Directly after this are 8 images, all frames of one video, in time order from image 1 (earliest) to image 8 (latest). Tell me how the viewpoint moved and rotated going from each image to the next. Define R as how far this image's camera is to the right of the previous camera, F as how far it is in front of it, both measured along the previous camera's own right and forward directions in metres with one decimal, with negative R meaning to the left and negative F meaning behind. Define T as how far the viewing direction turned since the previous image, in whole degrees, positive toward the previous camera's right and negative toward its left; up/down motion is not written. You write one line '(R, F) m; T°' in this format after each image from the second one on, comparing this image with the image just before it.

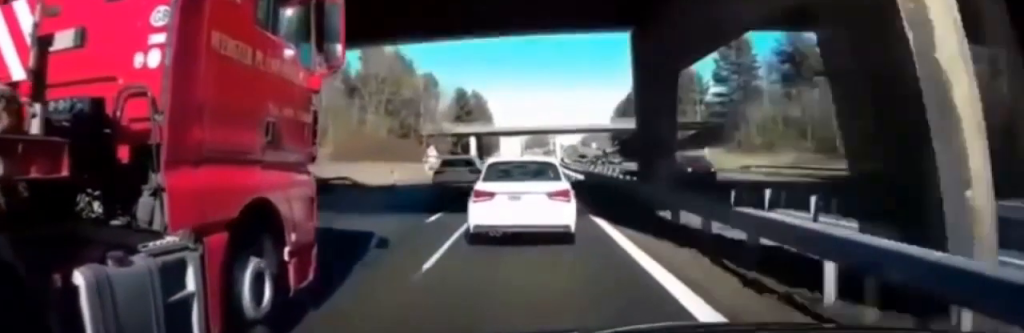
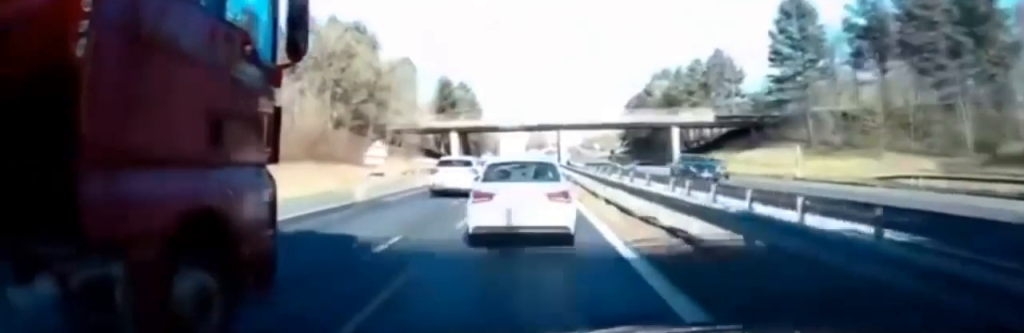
(-0.1, +21.4) m; -1°
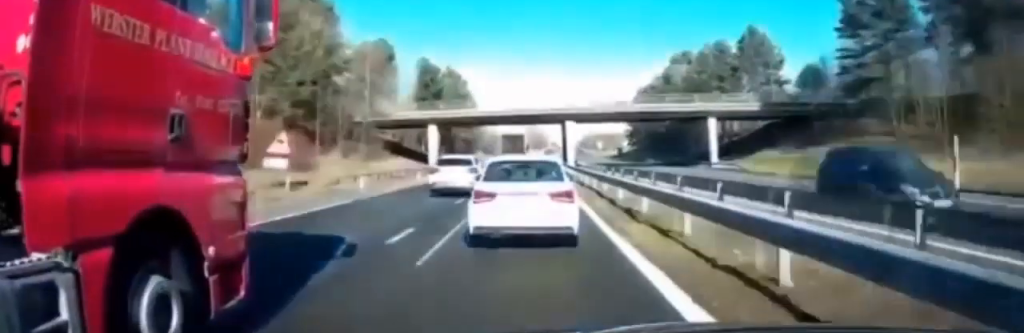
(-0.1, +16.4) m; 0°
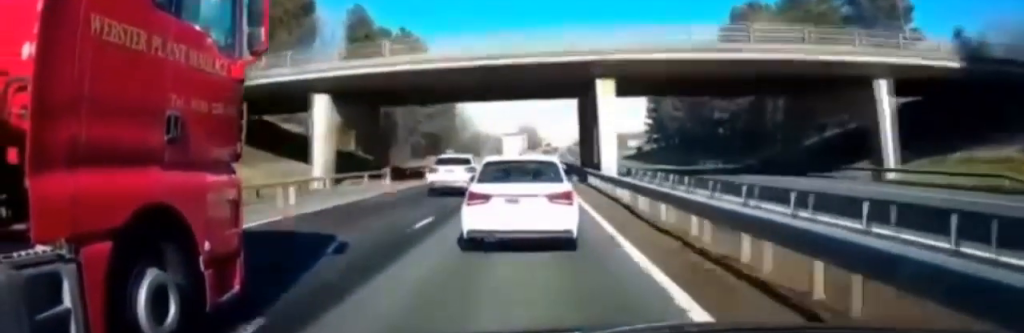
(+0.5, +32.9) m; 0°
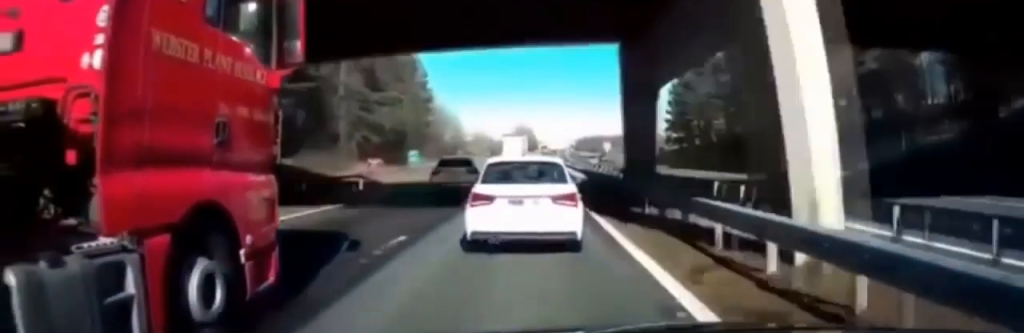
(-0.5, +20.9) m; 0°
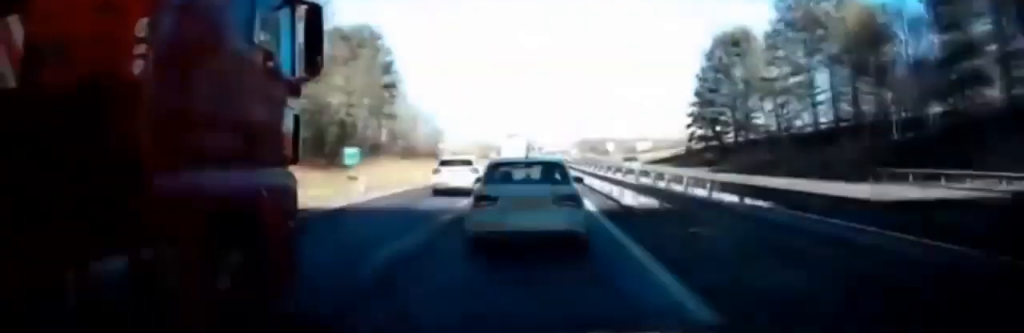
(+0.3, +18.1) m; +1°
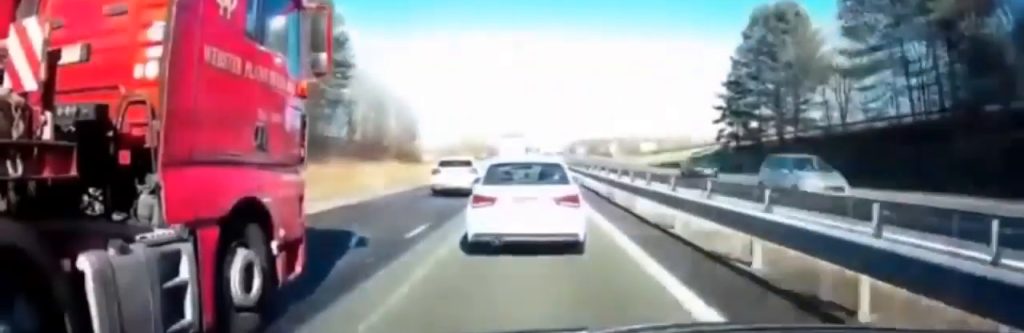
(+0.2, +15.4) m; +1°
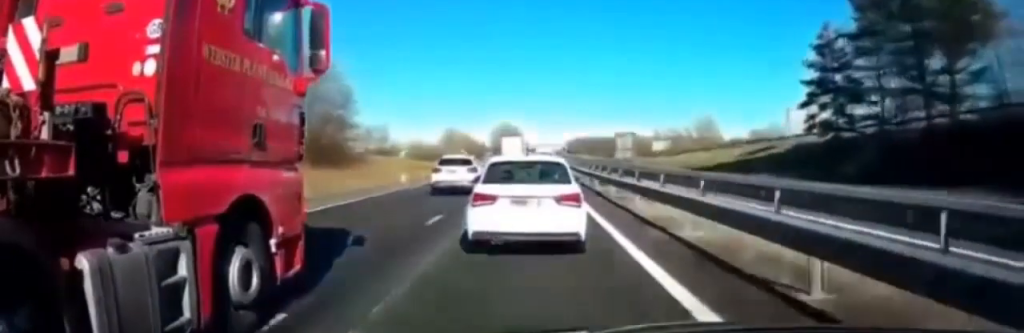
(+0.3, +25.4) m; +1°
